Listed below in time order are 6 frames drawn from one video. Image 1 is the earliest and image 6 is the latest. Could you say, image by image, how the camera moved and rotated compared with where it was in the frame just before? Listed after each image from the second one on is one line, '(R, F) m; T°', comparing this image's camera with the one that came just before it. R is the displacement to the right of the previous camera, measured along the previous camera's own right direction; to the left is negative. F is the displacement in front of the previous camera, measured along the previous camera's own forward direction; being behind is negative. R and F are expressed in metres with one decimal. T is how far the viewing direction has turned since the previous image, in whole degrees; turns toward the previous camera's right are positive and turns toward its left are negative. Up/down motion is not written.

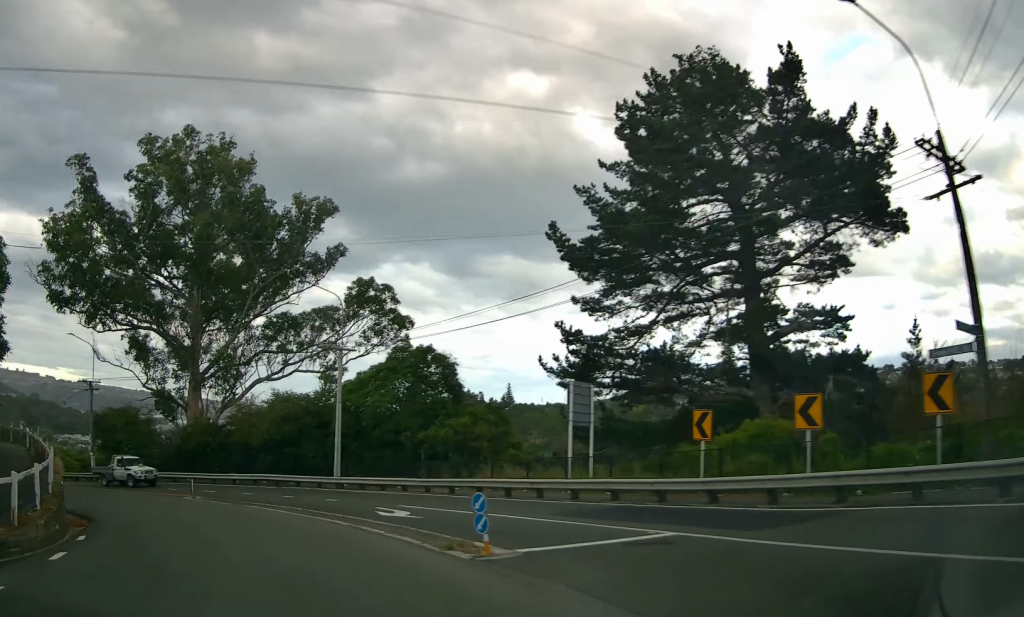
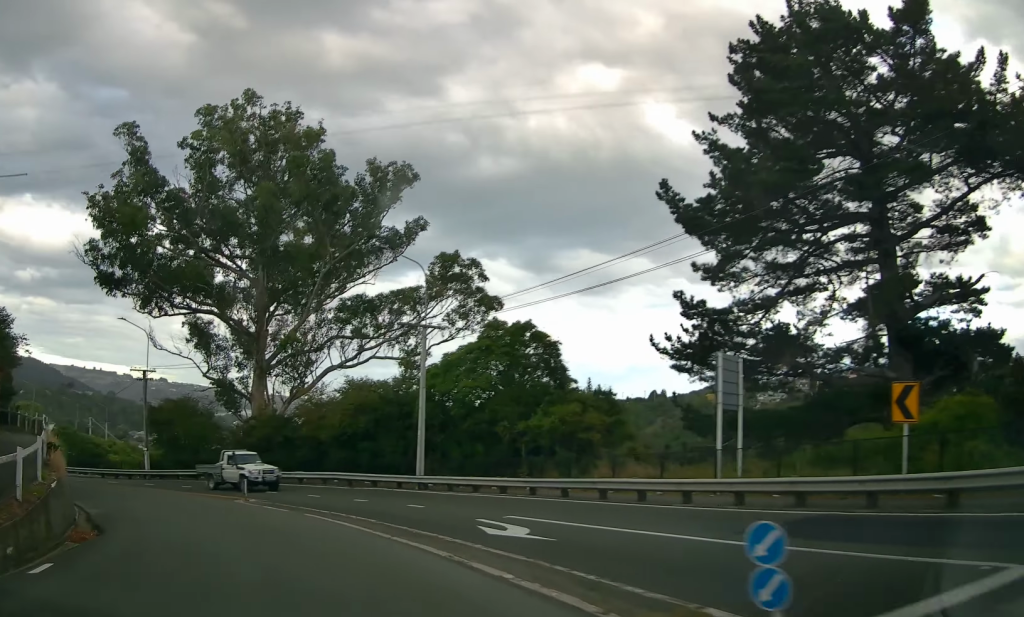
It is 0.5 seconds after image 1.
(-0.1, +5.2) m; -5°
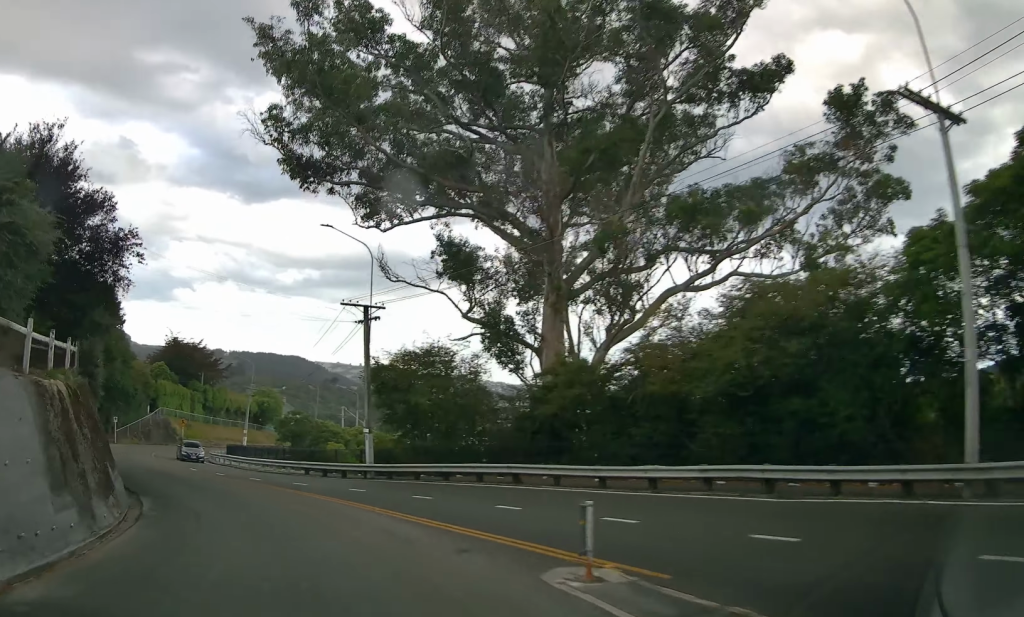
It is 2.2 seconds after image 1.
(-3.9, +17.0) m; -29°
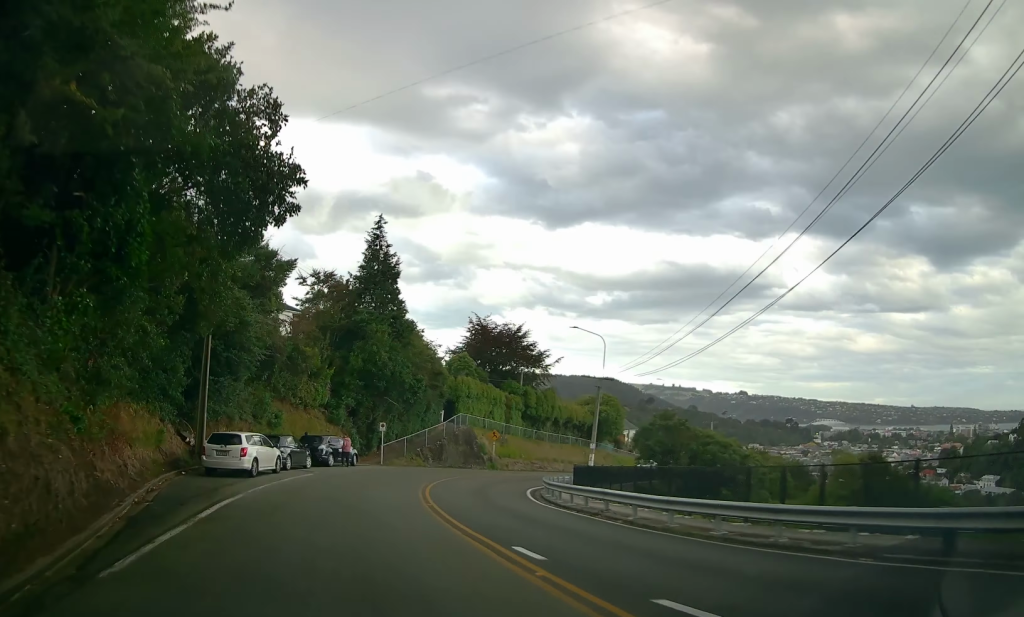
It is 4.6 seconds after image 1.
(-4.6, +25.3) m; -18°
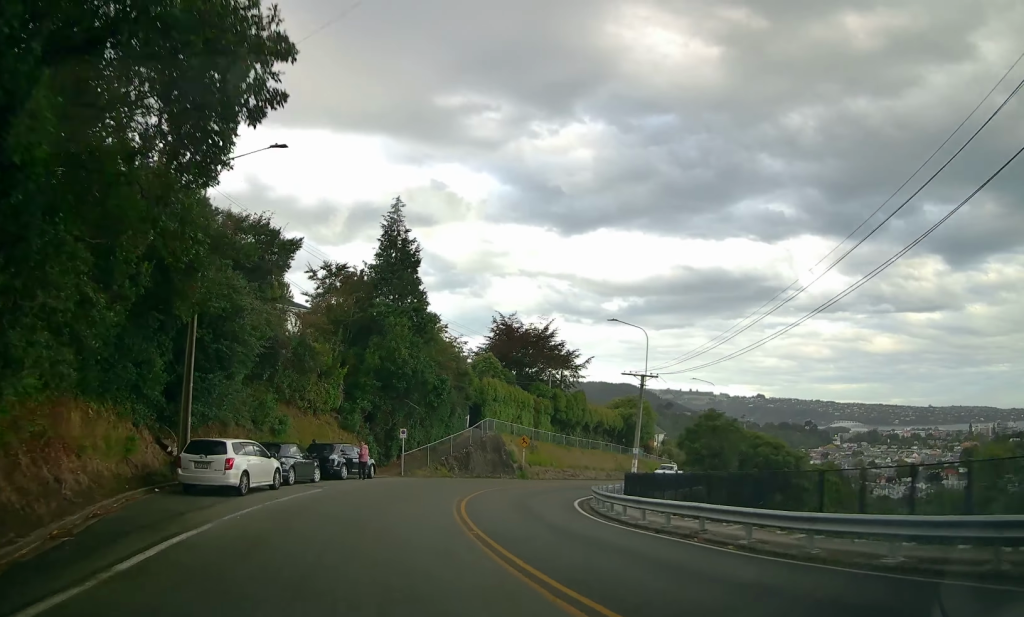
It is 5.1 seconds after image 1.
(-0.3, +4.6) m; -1°
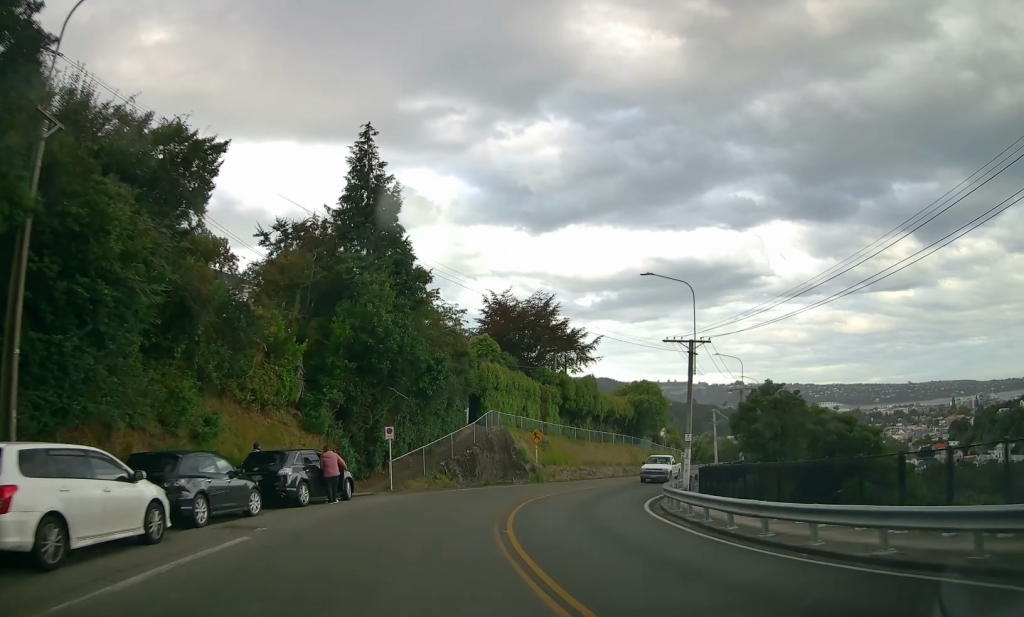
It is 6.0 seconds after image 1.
(+0.2, +9.8) m; +3°
